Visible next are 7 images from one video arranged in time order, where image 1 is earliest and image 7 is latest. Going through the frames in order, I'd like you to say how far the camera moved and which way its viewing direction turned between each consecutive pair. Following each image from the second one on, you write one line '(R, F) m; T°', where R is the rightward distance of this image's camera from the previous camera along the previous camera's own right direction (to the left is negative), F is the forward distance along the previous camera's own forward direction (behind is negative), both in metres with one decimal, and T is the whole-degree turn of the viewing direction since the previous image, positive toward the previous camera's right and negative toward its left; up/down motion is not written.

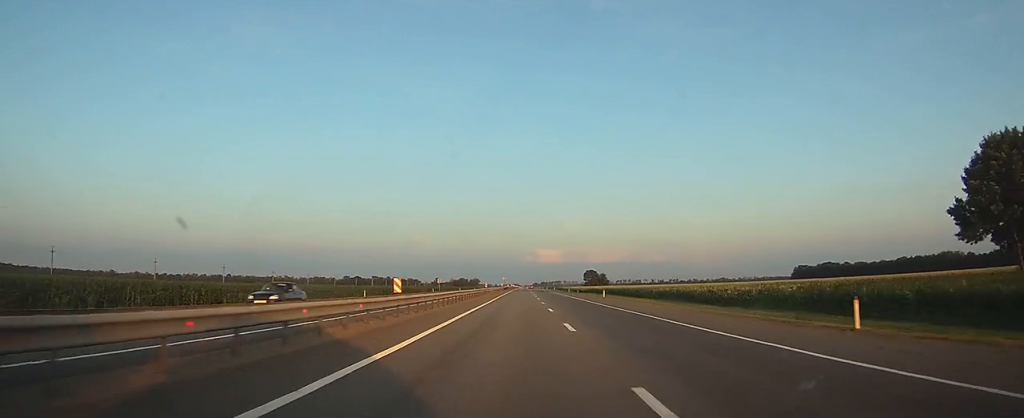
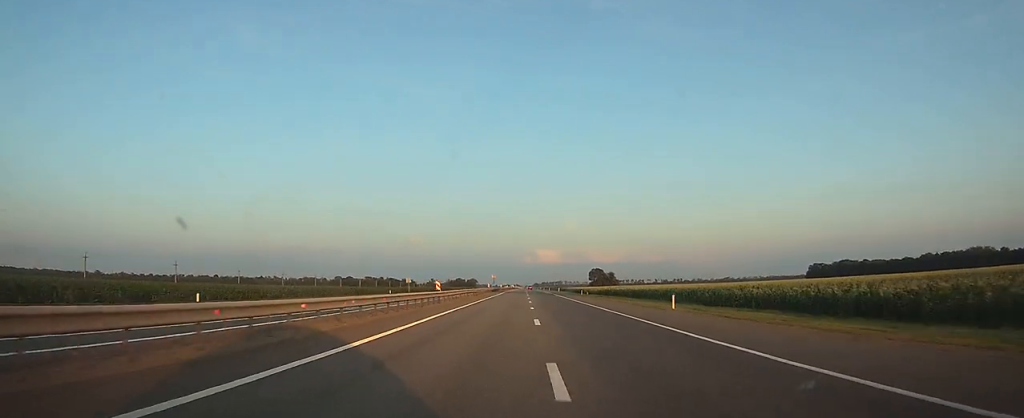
(+0.2, +33.5) m; 0°
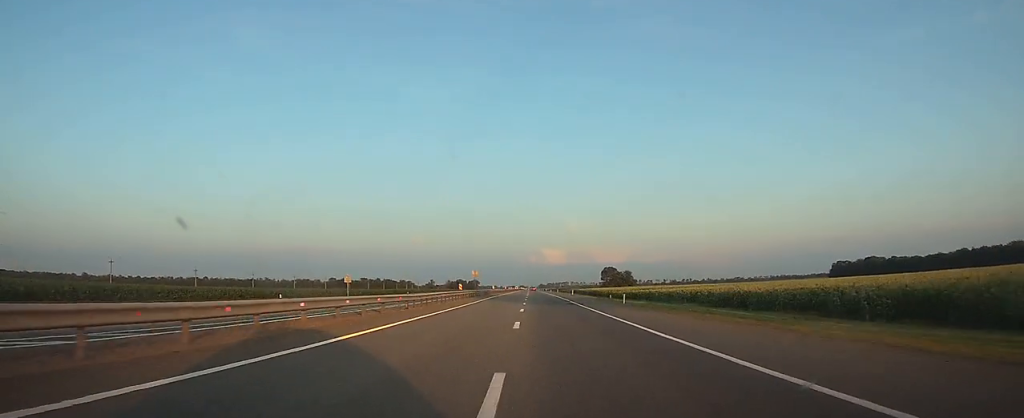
(+0.1, +36.9) m; 0°
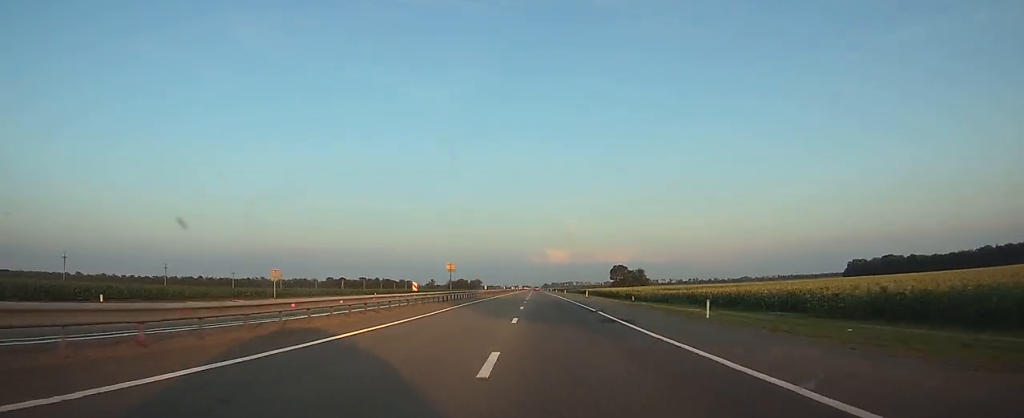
(0.0, +21.3) m; 0°
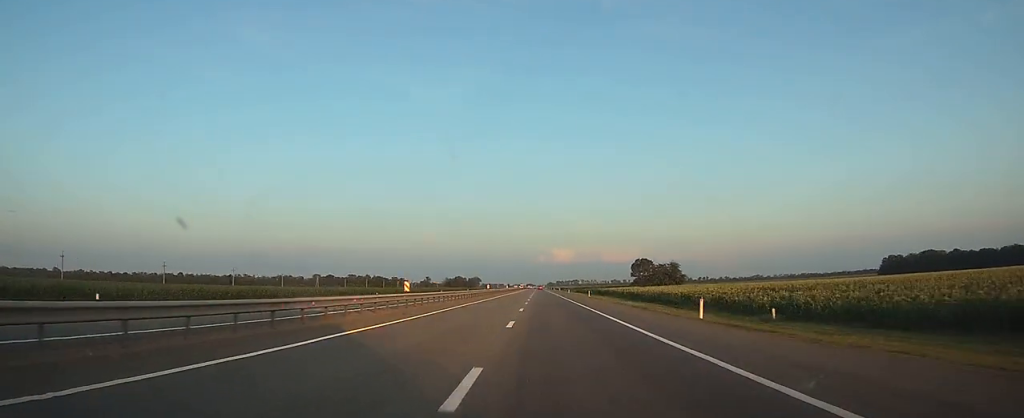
(-0.3, +50.4) m; -1°
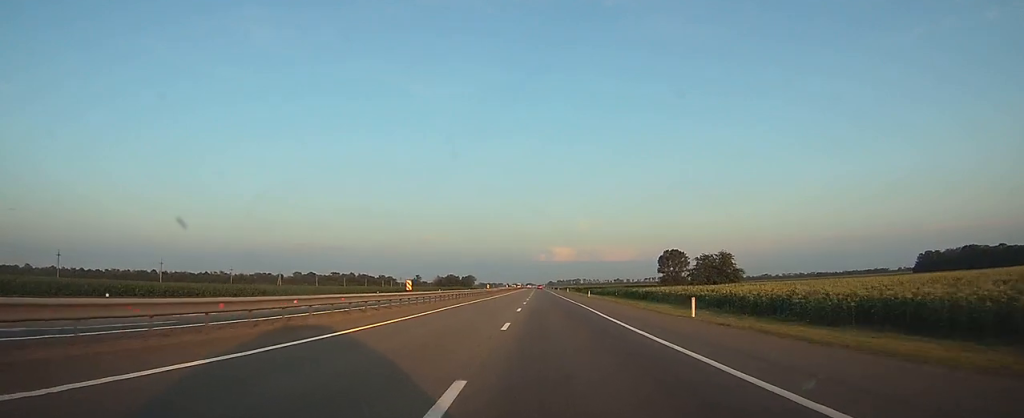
(-0.1, +49.2) m; 0°
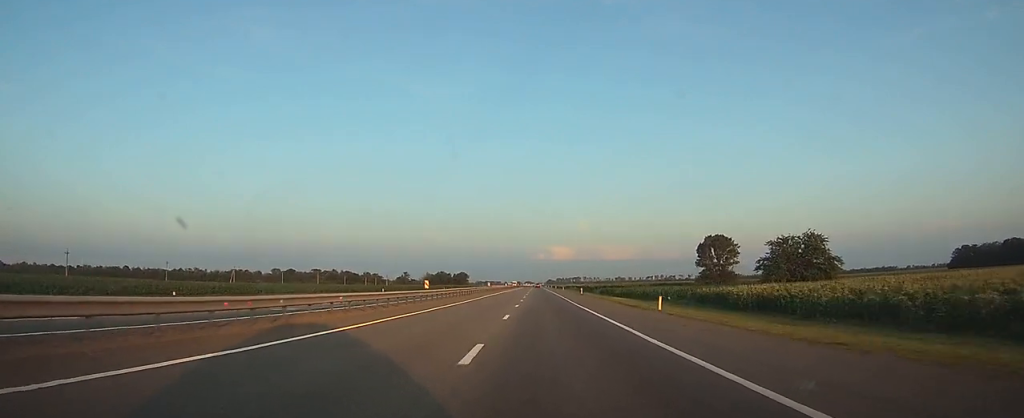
(+0.1, +43.6) m; 0°
